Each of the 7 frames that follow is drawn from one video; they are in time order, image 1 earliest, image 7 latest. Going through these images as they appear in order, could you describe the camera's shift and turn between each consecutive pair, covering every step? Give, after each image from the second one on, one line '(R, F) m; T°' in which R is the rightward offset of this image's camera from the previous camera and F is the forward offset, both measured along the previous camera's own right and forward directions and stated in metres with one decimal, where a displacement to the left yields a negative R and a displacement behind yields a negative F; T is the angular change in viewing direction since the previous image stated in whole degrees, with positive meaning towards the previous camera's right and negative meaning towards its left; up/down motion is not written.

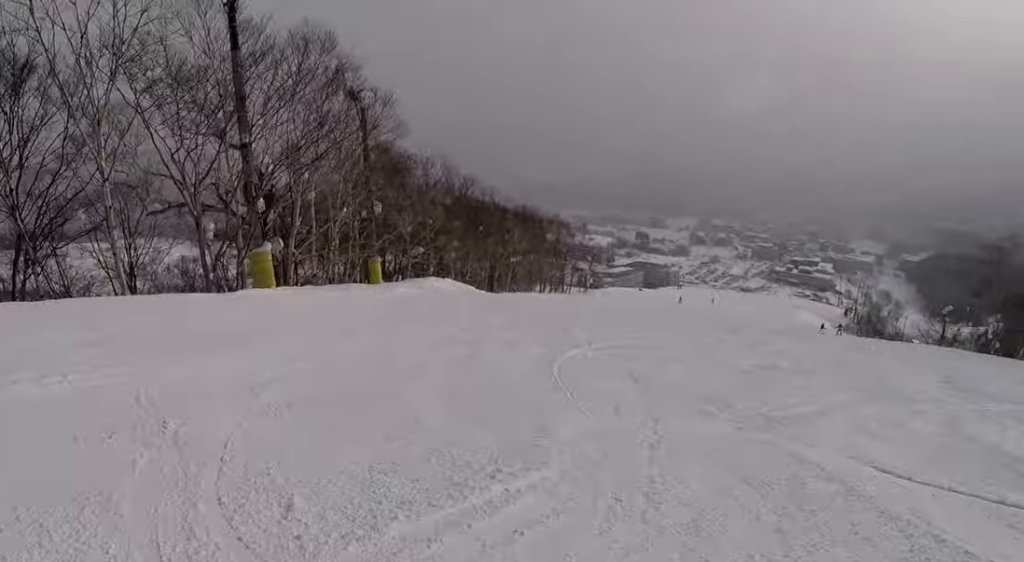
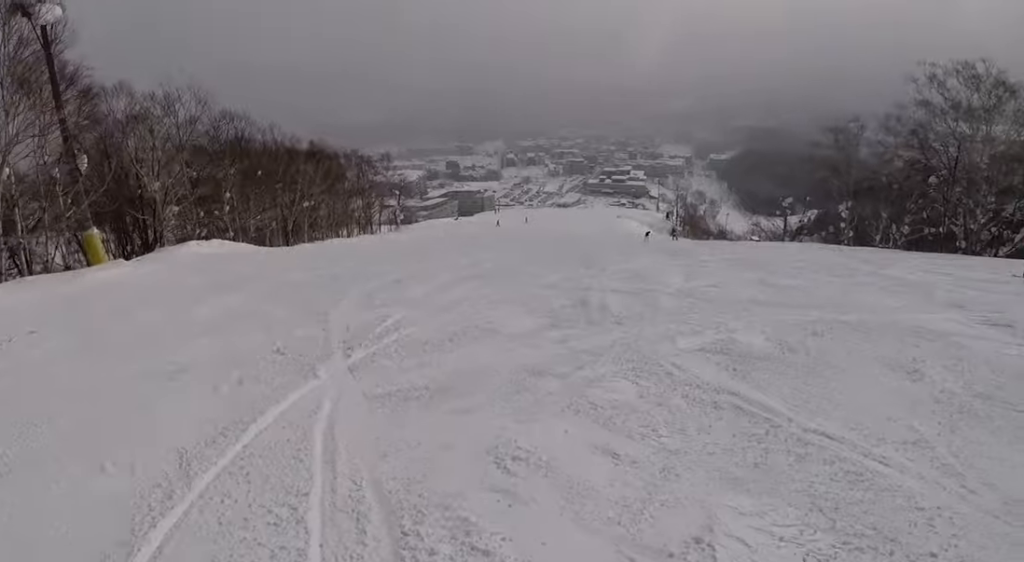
(+1.6, +9.1) m; +9°
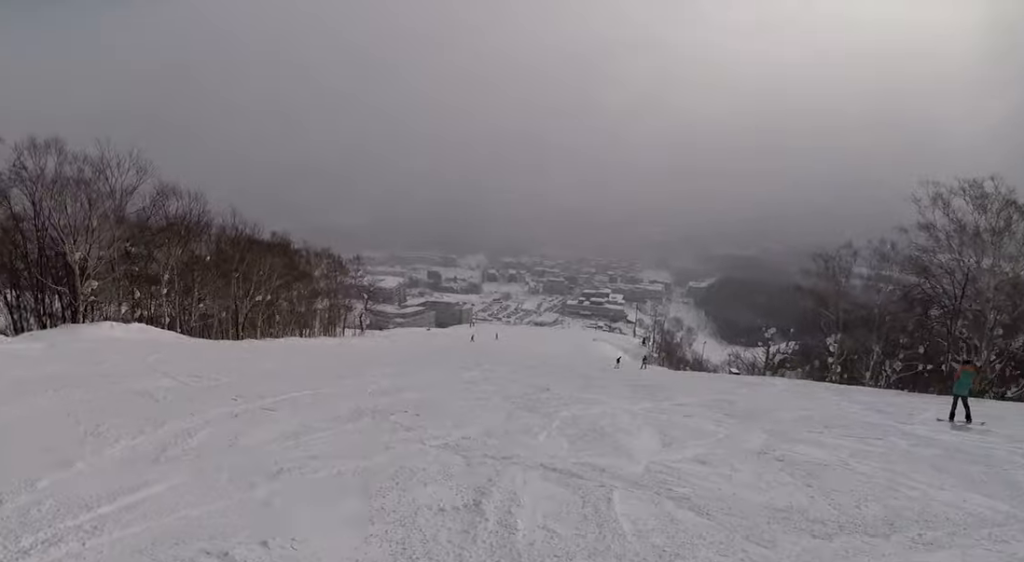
(+0.8, +5.1) m; -6°
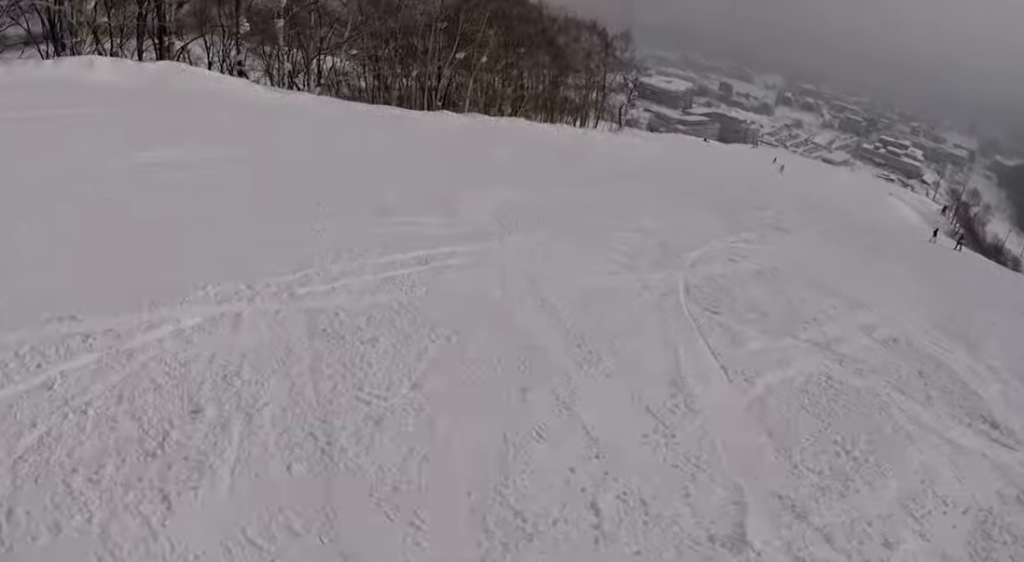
(-2.7, +16.4) m; -6°
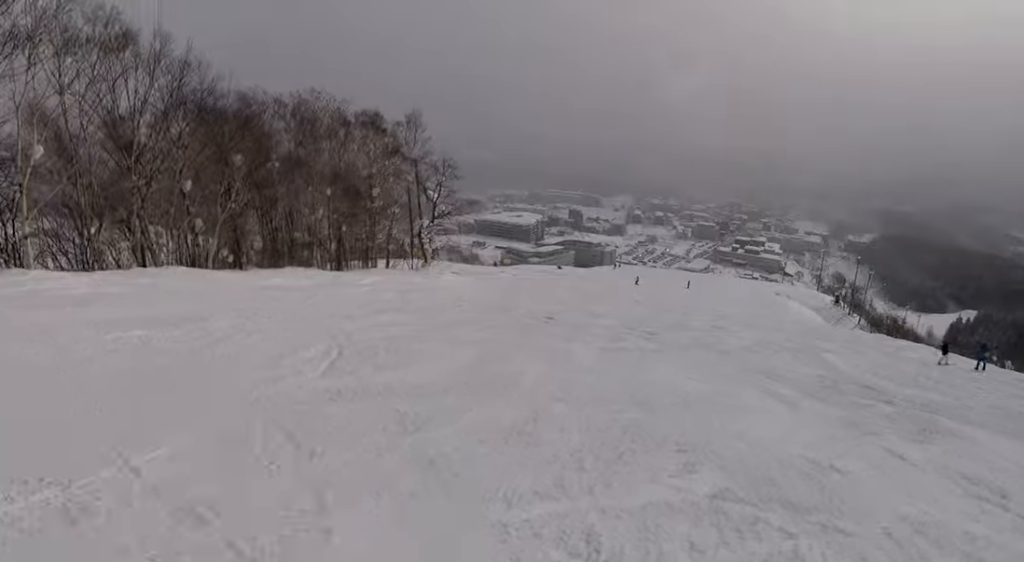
(+0.5, +28.6) m; -5°
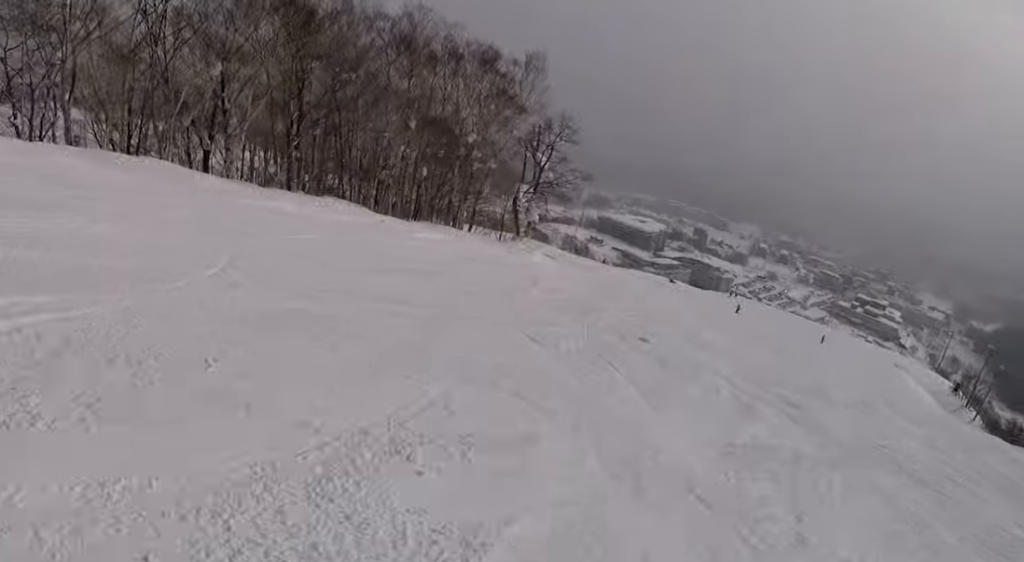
(-0.9, +7.8) m; 0°
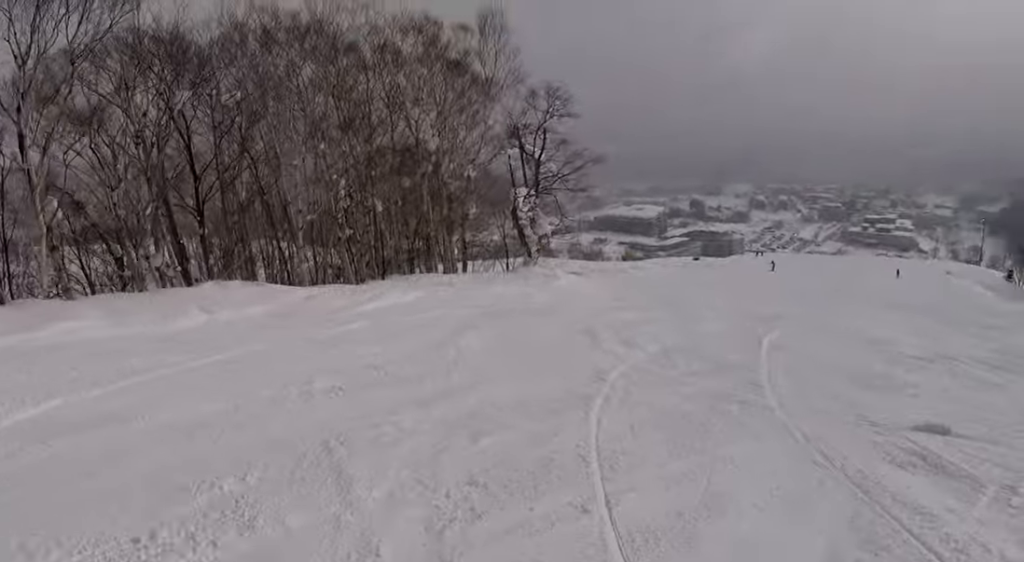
(+1.6, +11.7) m; +9°
